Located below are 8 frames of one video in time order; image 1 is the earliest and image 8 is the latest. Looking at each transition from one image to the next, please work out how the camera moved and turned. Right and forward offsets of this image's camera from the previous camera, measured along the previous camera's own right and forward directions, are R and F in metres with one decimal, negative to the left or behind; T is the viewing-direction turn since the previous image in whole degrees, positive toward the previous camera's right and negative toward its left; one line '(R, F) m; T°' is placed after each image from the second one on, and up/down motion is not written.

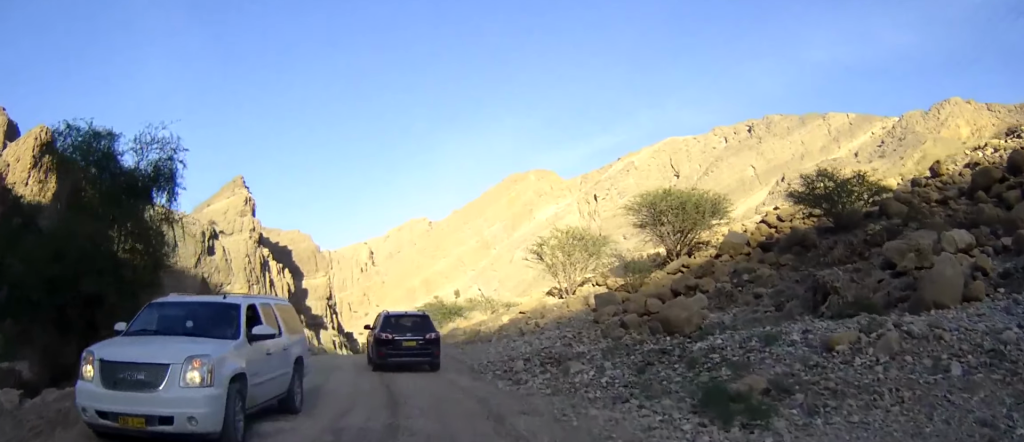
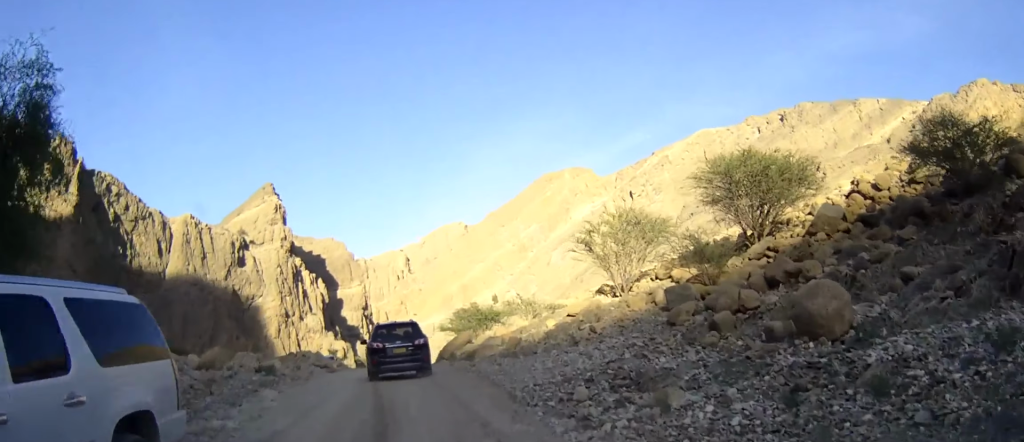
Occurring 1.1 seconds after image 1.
(0.0, +6.1) m; -2°
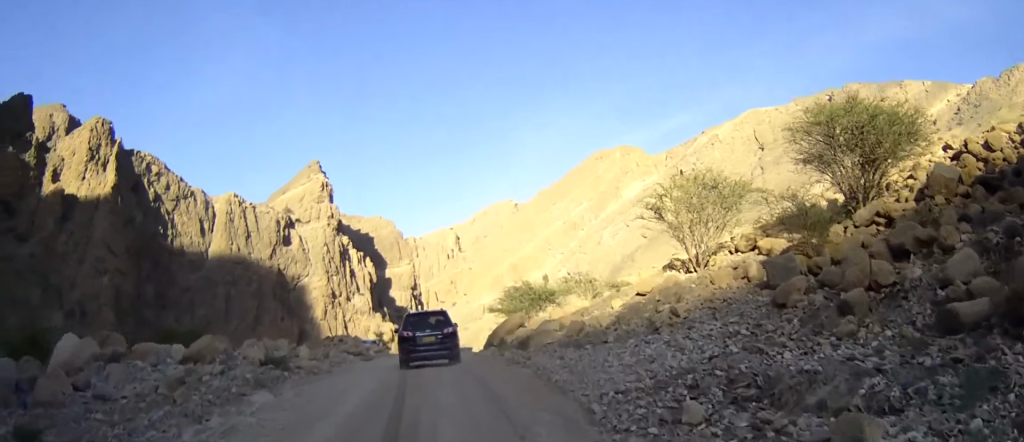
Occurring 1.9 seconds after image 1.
(-0.1, +4.8) m; -3°
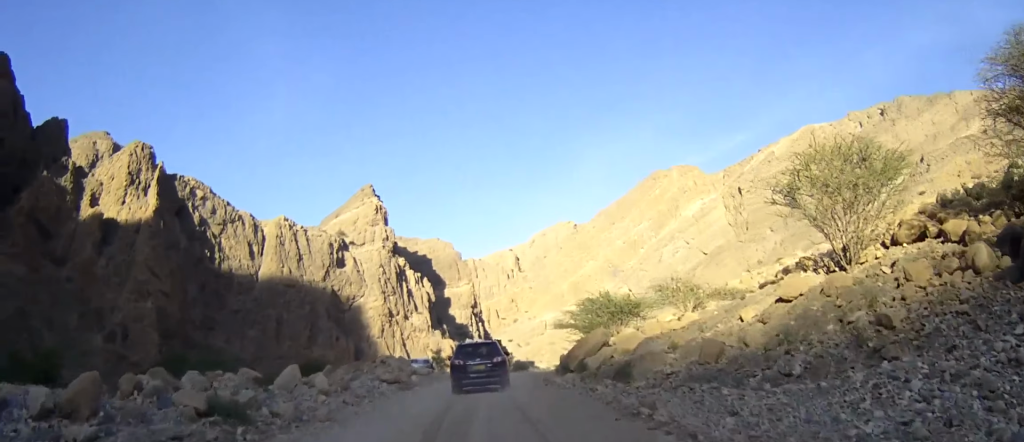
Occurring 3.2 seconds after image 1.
(-0.5, +10.0) m; -5°
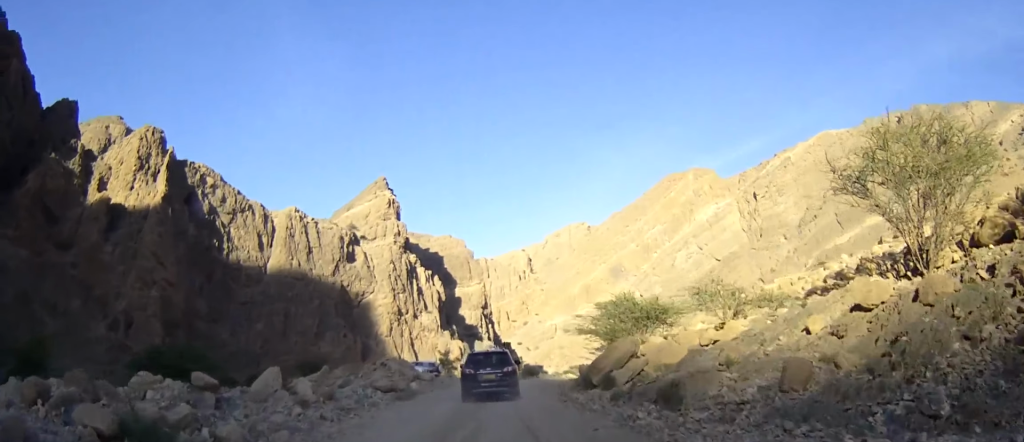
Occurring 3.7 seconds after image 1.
(-0.1, +4.8) m; 0°
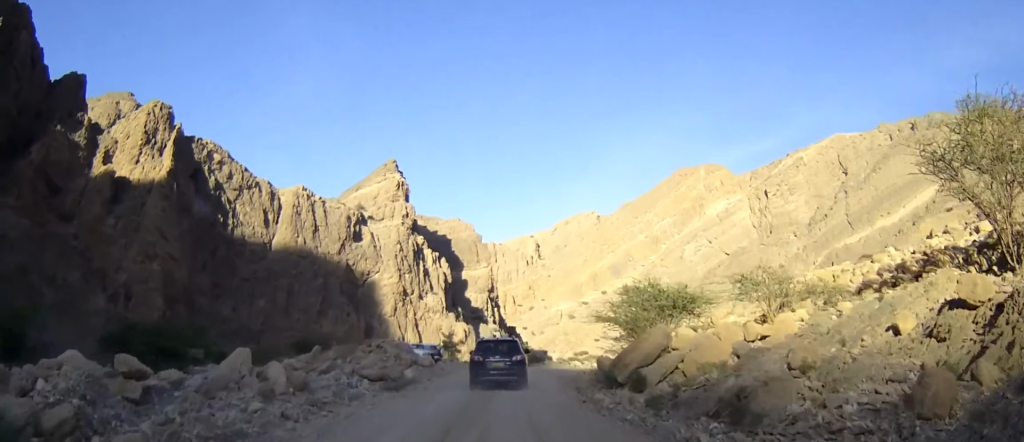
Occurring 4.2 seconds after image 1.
(0.0, +5.2) m; 0°
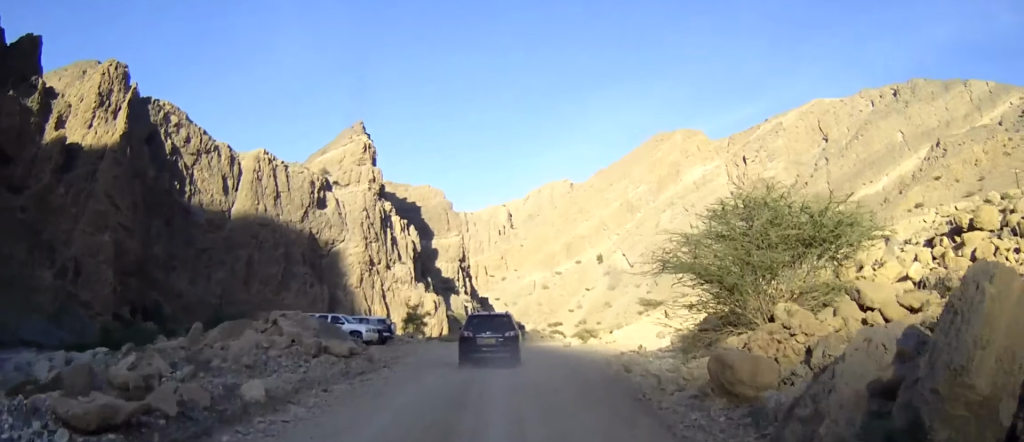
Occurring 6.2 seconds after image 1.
(+0.9, +27.0) m; +3°
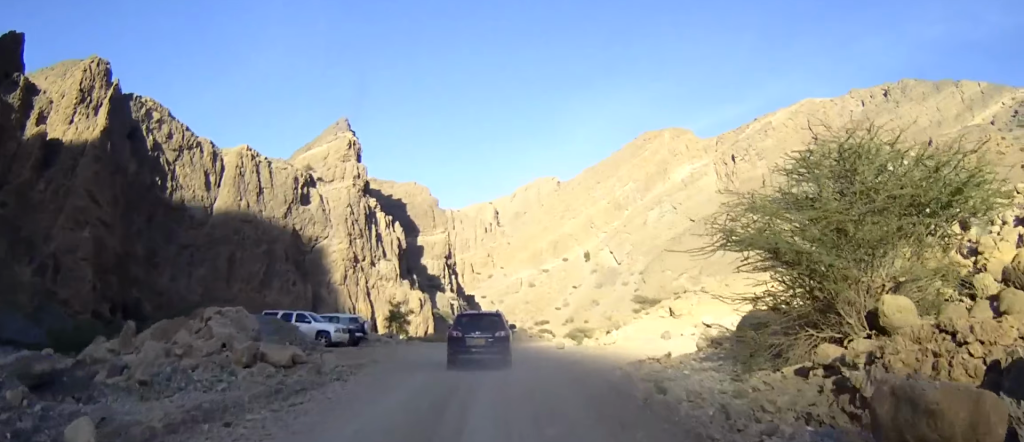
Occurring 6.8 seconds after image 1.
(0.0, +11.1) m; 0°
